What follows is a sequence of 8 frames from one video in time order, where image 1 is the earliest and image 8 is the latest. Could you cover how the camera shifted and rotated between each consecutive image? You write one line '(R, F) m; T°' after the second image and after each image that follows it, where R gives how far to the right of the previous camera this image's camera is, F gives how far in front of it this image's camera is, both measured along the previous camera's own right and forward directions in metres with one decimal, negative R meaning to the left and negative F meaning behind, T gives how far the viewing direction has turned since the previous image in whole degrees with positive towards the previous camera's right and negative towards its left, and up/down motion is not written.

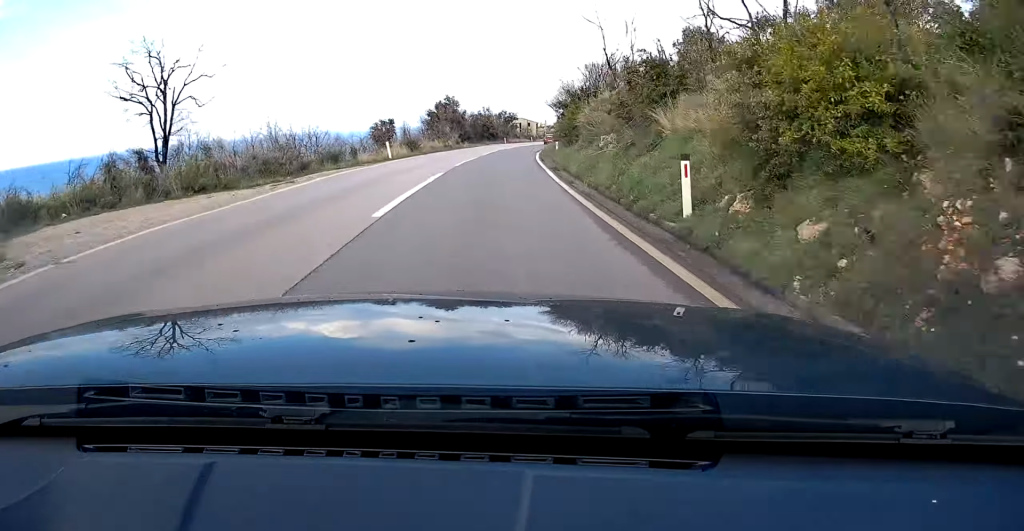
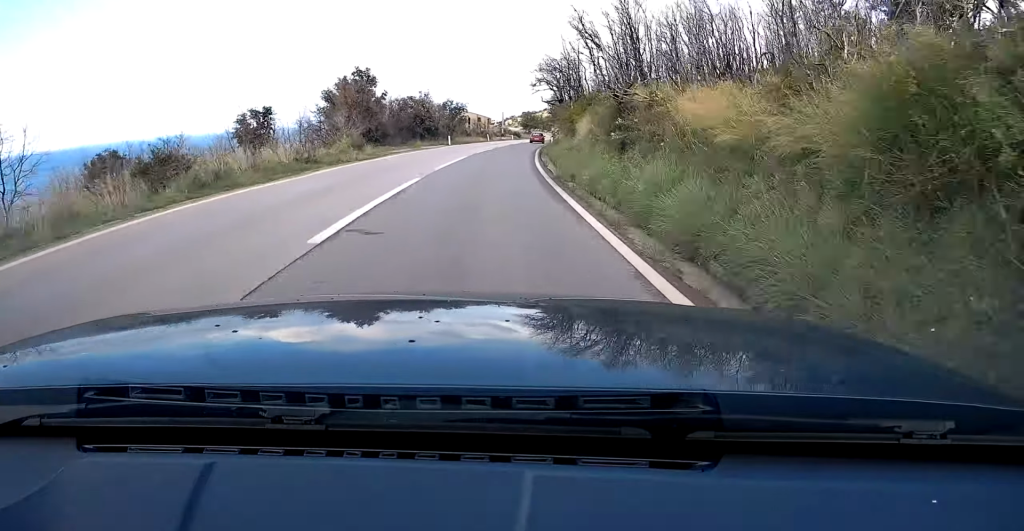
(+1.2, +34.0) m; +4°
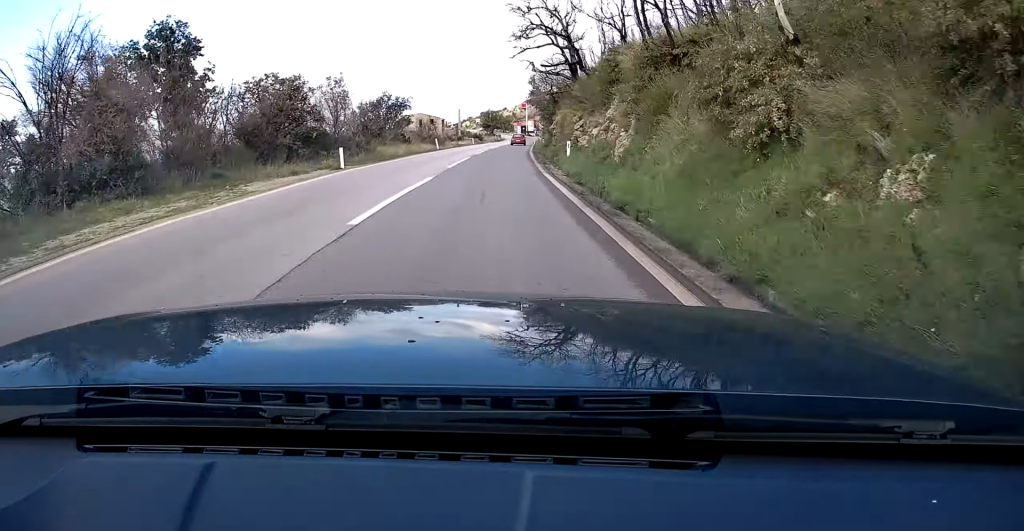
(+0.6, +28.7) m; +3°
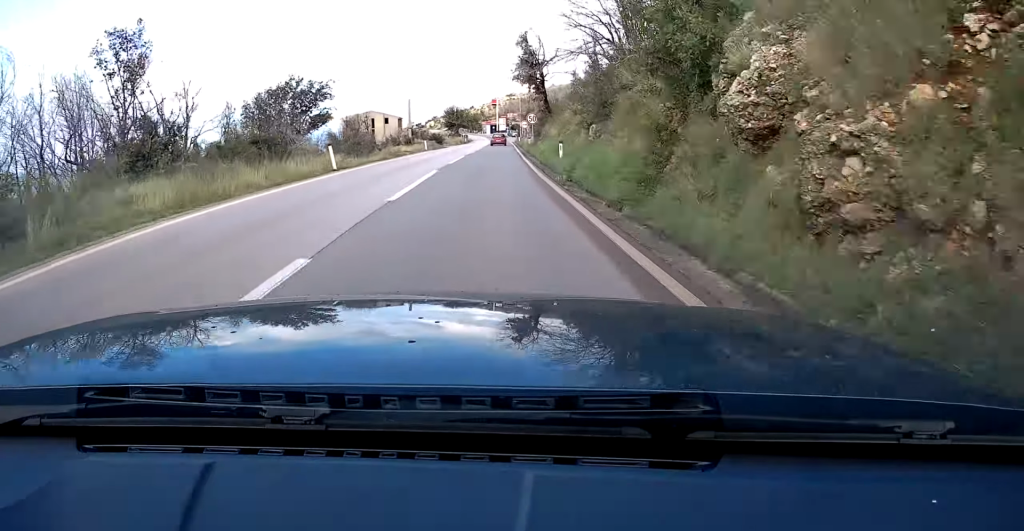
(+1.1, +27.7) m; +2°
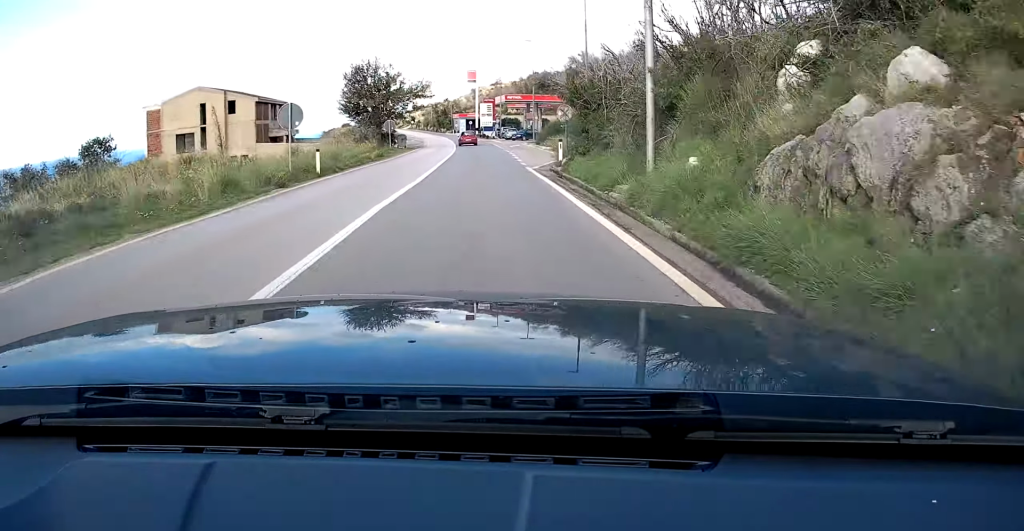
(+2.9, +84.7) m; +2°
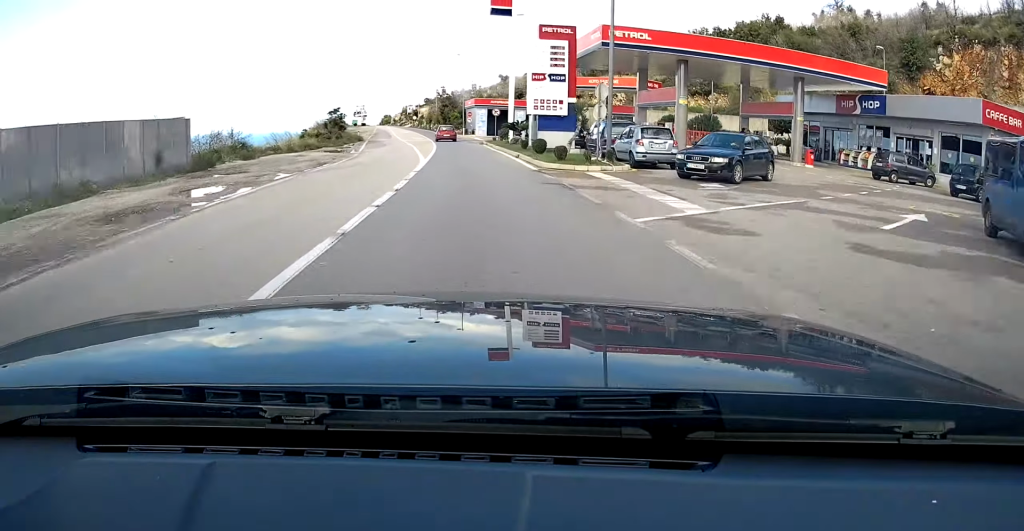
(-0.8, +63.6) m; -3°
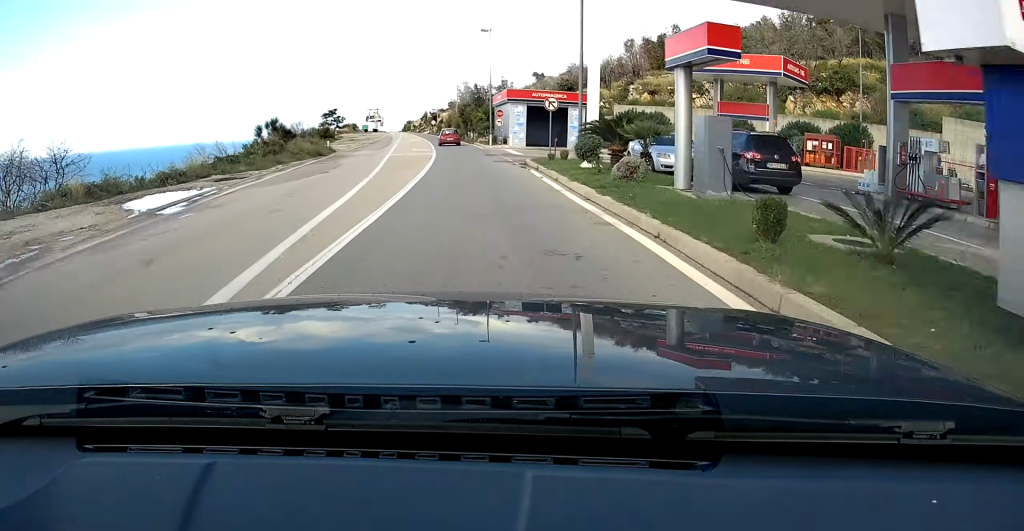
(-0.6, +25.1) m; -2°
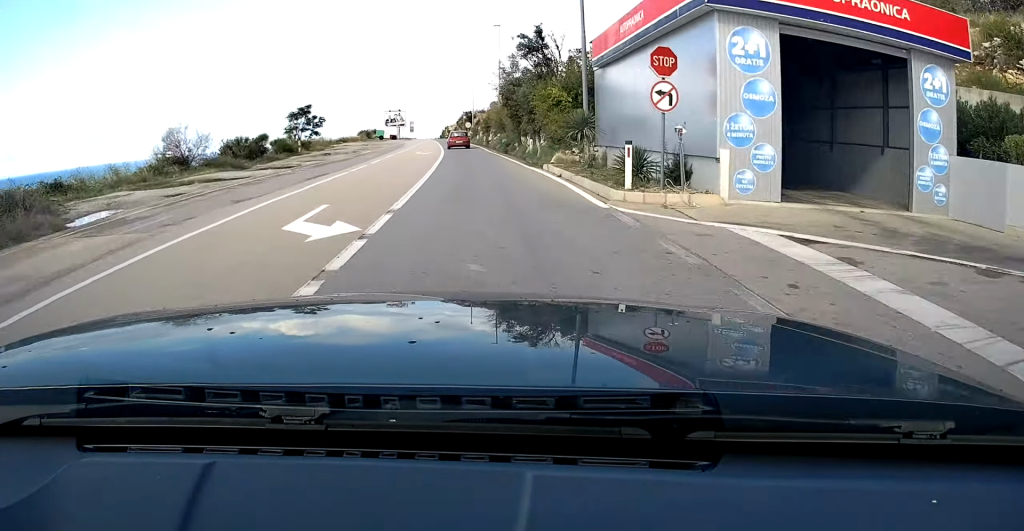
(-0.9, +36.4) m; -3°
